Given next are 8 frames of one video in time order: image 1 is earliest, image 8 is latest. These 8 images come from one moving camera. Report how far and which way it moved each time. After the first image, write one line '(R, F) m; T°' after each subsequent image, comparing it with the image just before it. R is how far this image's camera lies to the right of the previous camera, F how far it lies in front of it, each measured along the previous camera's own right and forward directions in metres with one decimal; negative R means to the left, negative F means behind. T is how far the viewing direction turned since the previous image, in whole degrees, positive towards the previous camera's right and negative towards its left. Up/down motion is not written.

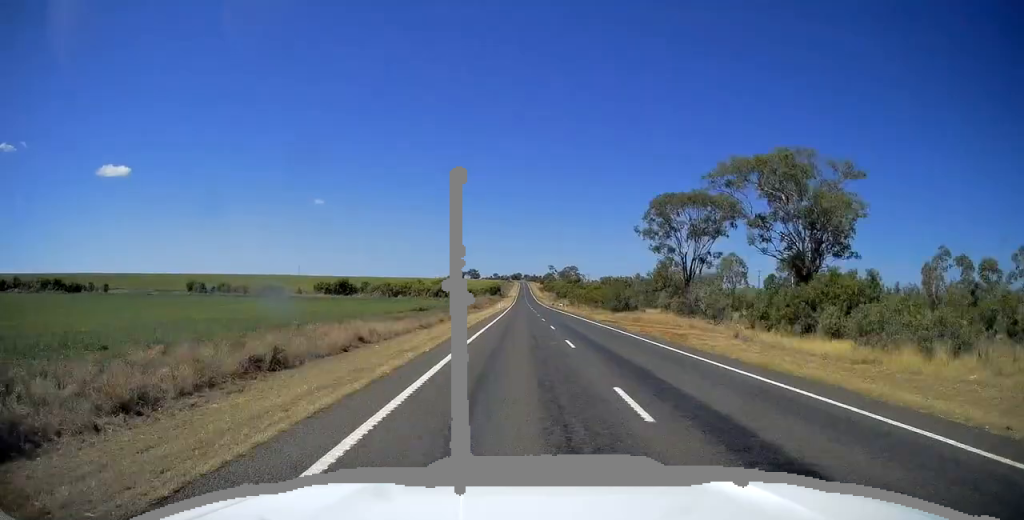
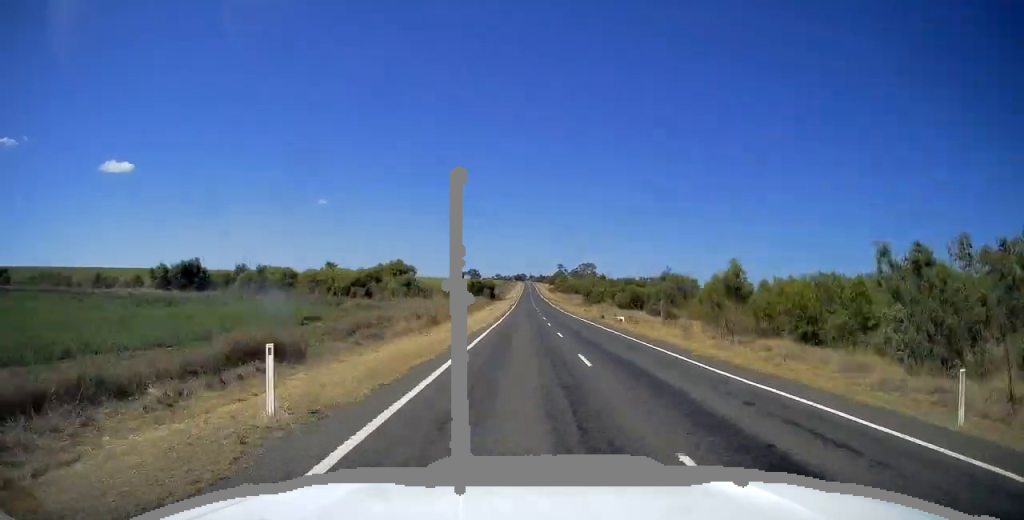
(+0.2, +90.0) m; 0°
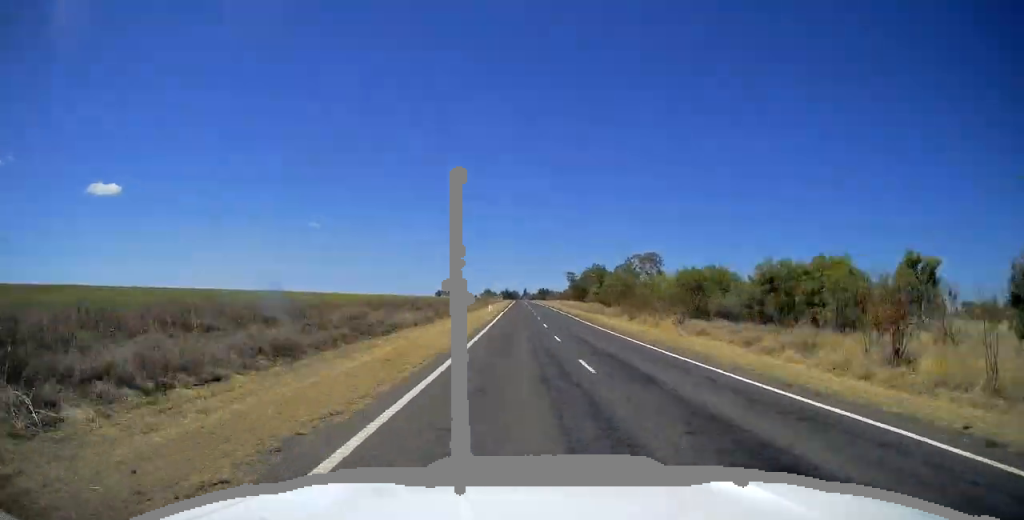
(-0.3, +216.0) m; 0°
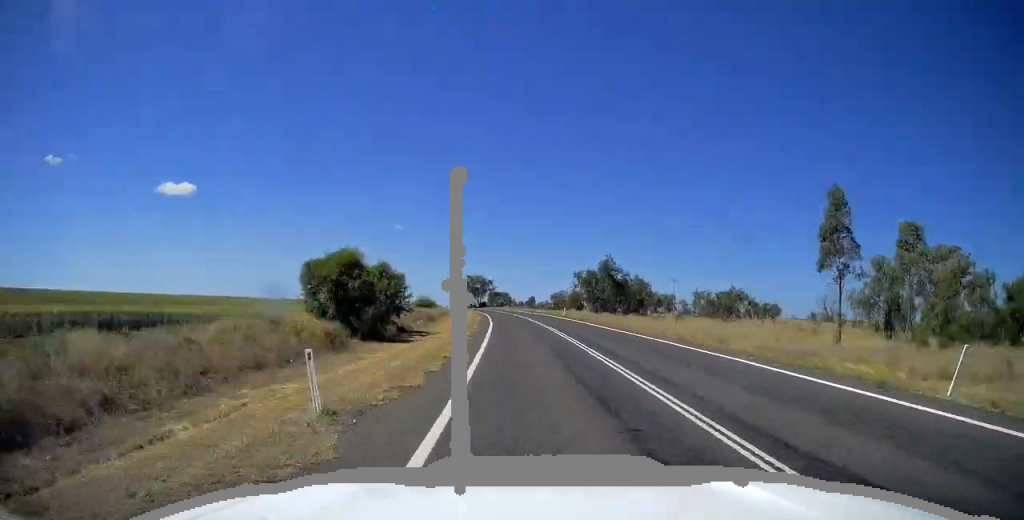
(-27.2, +394.7) m; -11°
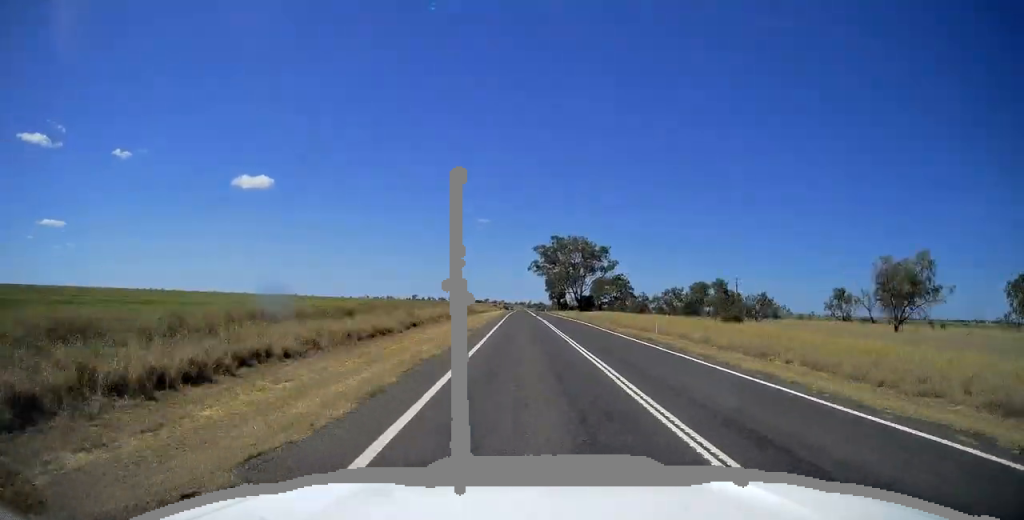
(-11.5, +189.2) m; -4°
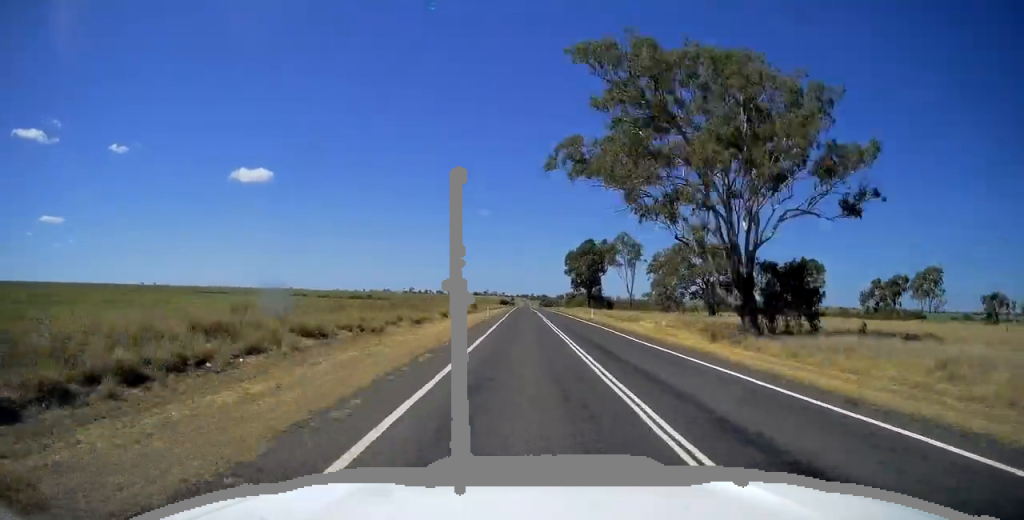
(-2.3, +108.5) m; -1°
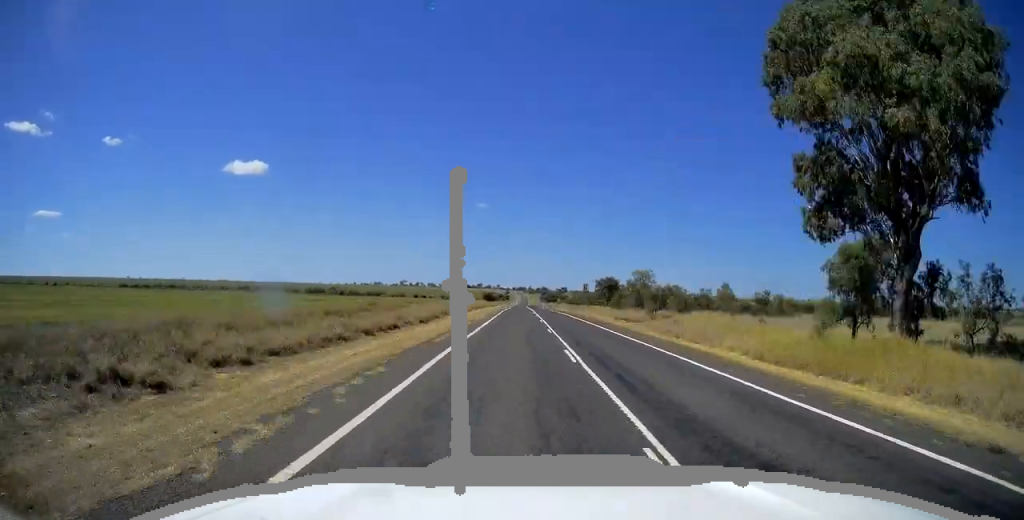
(-0.3, +126.7) m; 0°
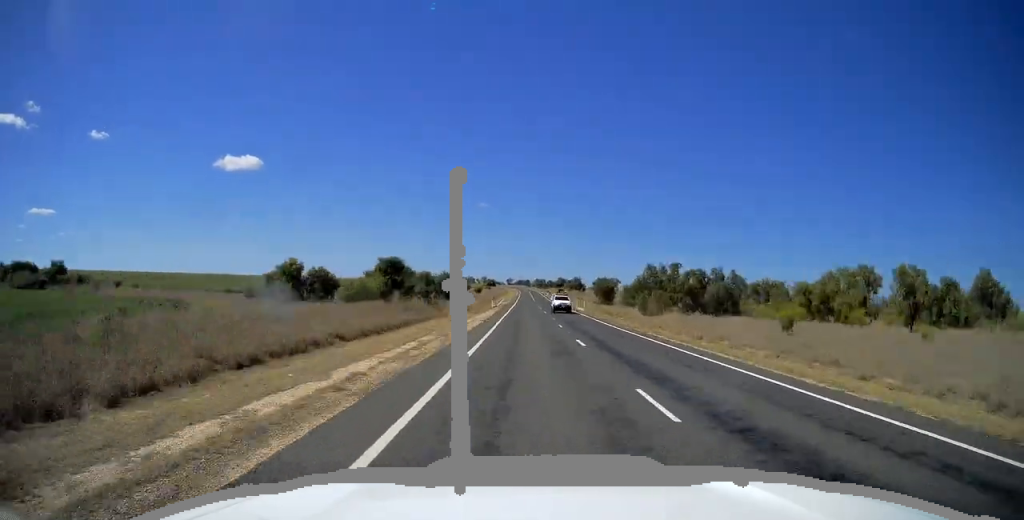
(+0.1, +424.8) m; -1°
